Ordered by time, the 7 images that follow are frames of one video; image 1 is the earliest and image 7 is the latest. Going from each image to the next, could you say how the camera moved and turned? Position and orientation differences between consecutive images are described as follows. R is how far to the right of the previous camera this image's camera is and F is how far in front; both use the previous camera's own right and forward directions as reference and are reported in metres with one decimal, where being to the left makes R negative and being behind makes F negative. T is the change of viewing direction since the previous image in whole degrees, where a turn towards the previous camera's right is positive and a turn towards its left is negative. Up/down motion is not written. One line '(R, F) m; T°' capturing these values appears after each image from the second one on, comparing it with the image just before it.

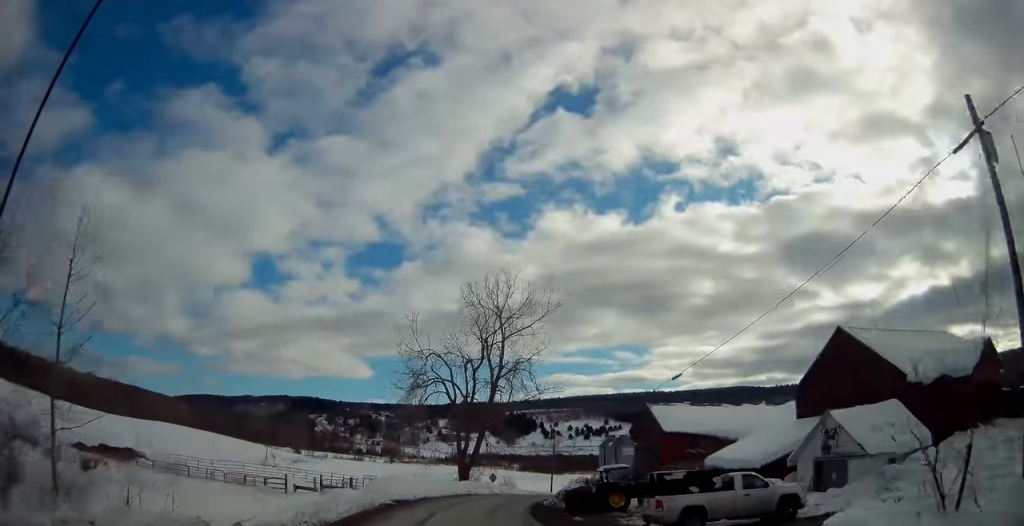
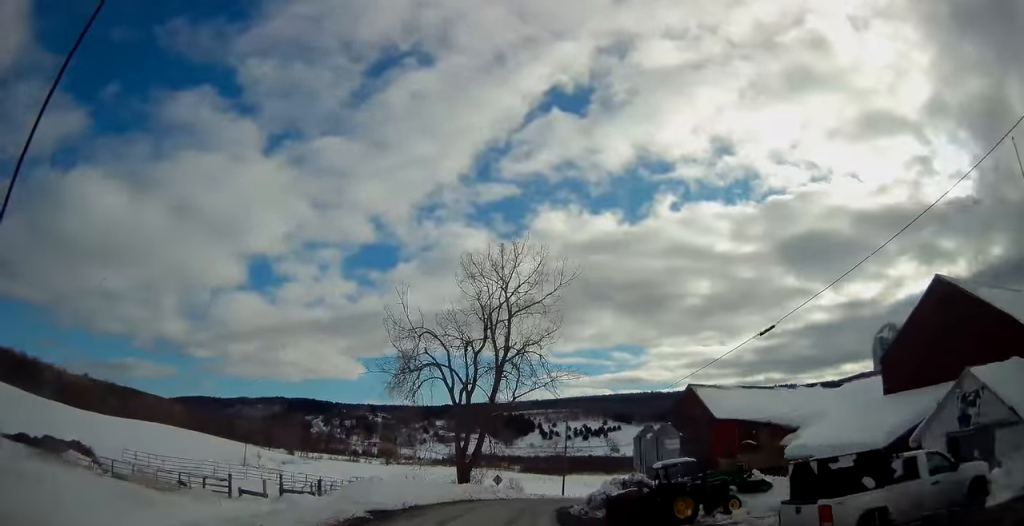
(-0.1, +8.3) m; +1°
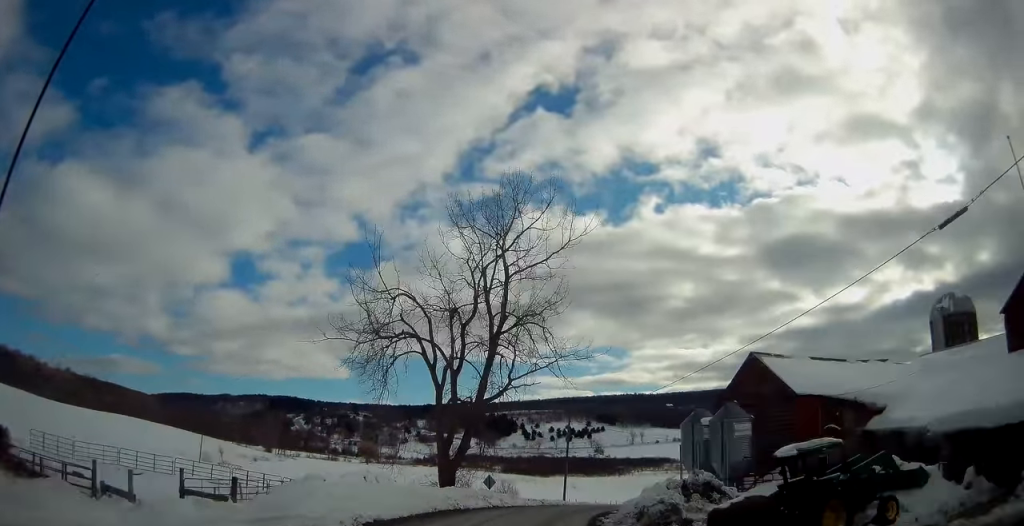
(+0.3, +9.8) m; +1°
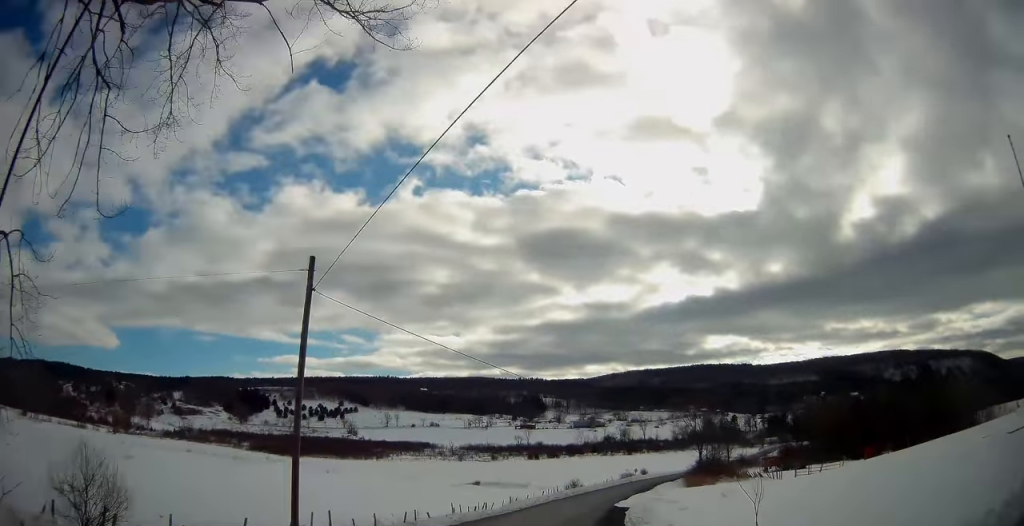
(+5.6, +34.2) m; +25°
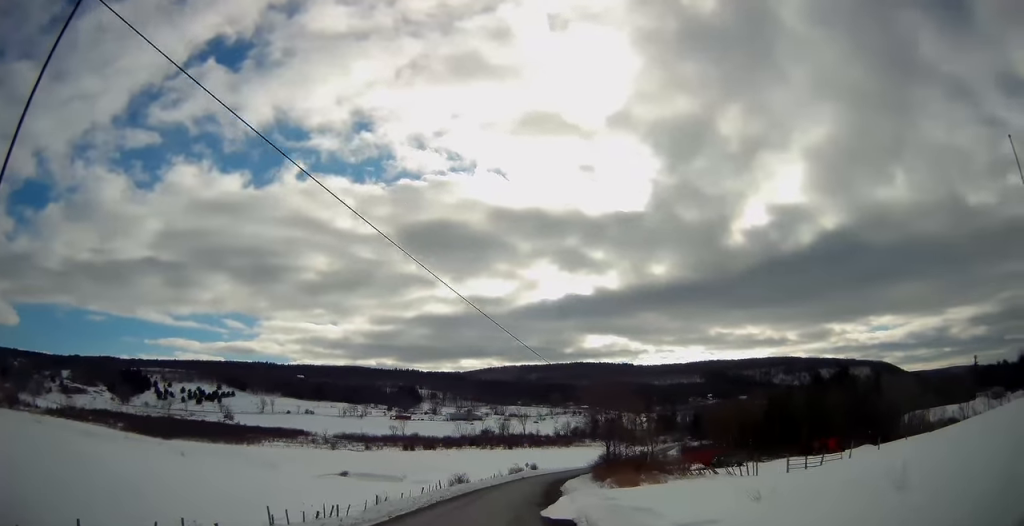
(+1.6, +14.3) m; +11°
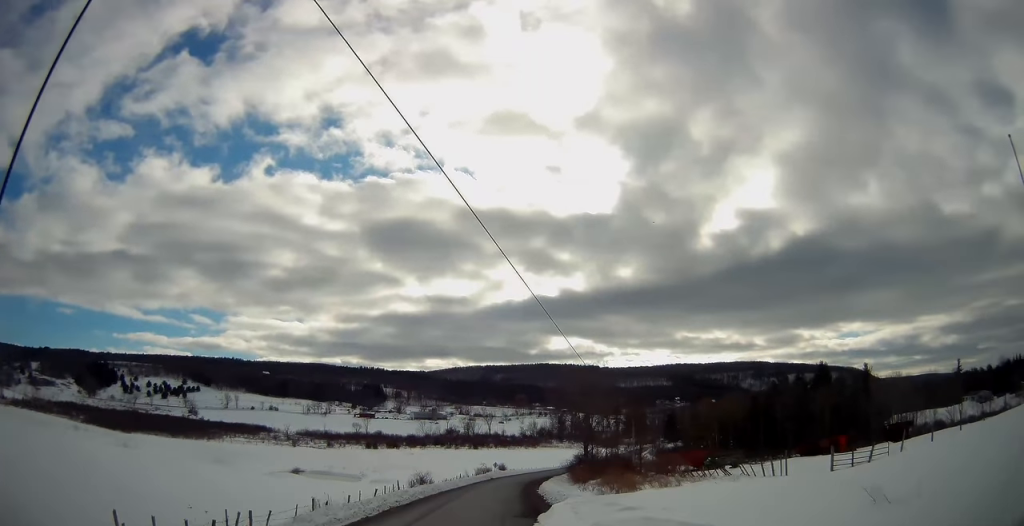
(+0.3, +7.6) m; +3°
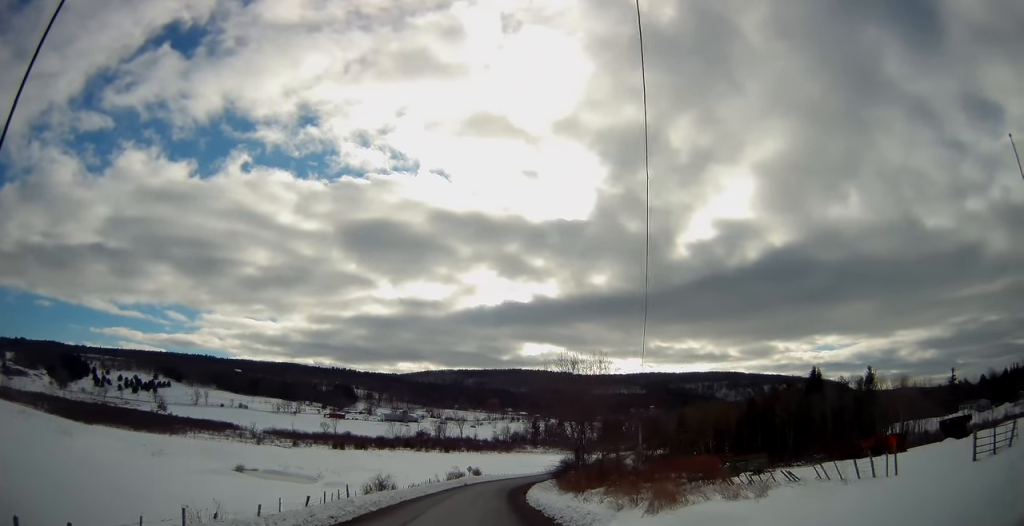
(+0.3, +10.9) m; +3°
